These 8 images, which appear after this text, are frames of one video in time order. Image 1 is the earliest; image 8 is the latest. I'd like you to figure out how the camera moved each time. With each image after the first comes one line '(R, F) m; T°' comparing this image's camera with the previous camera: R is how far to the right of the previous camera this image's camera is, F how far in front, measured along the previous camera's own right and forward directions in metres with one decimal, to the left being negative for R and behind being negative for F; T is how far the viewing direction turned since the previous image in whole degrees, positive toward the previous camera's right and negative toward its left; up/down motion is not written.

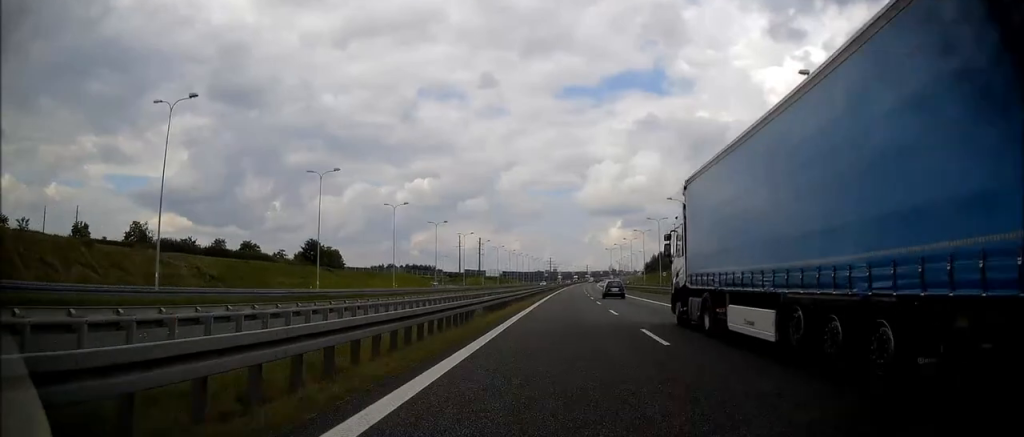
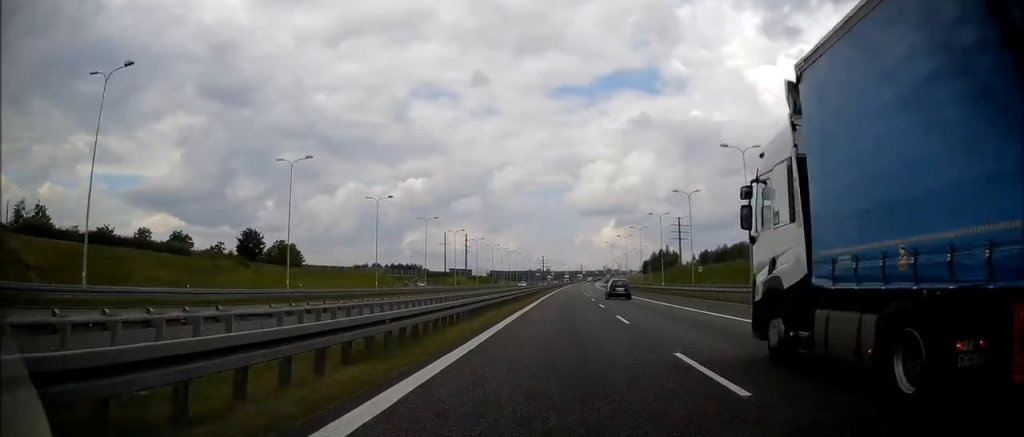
(0.0, +31.1) m; +1°
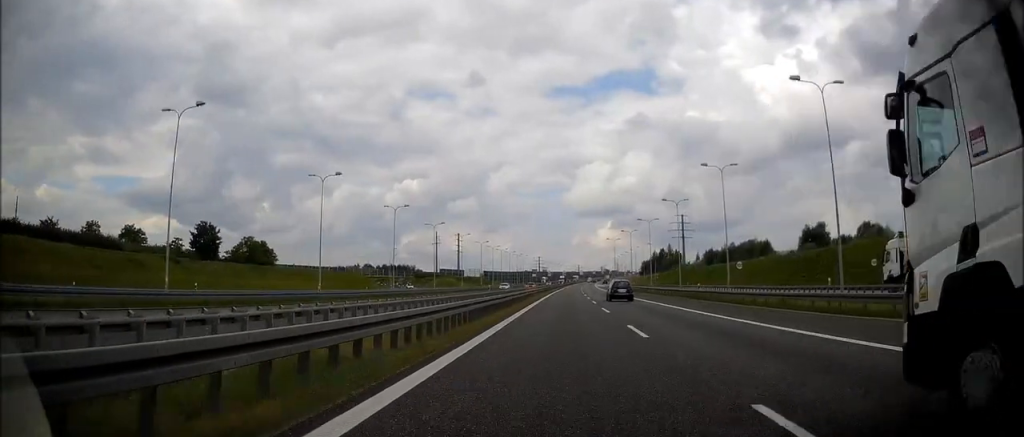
(+0.2, +17.4) m; 0°
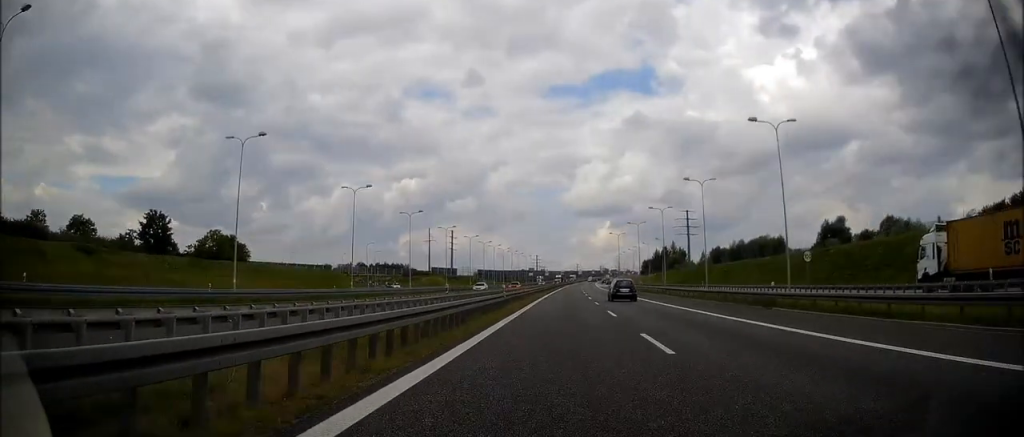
(+0.1, +16.2) m; 0°
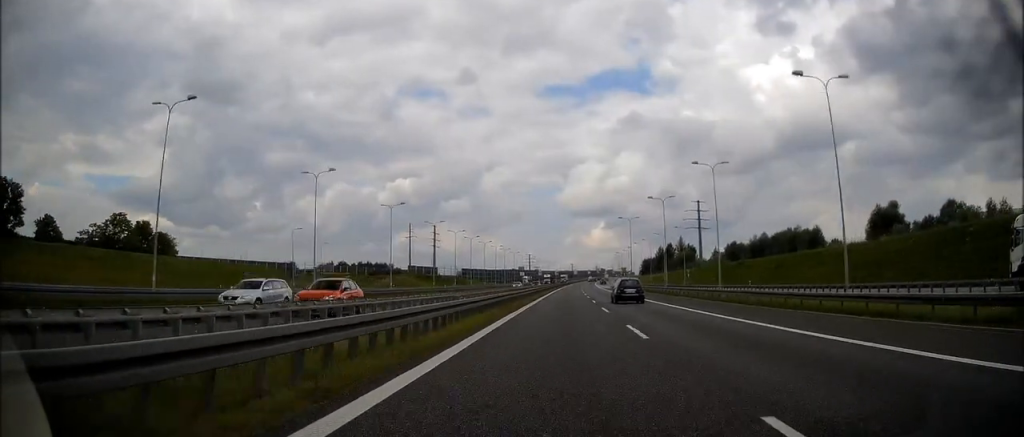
(+0.1, +34.8) m; 0°
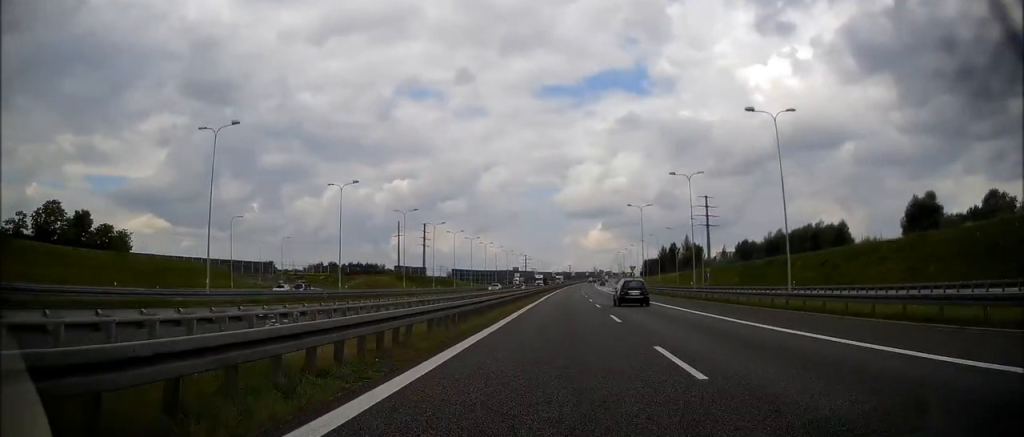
(0.0, +18.6) m; 0°
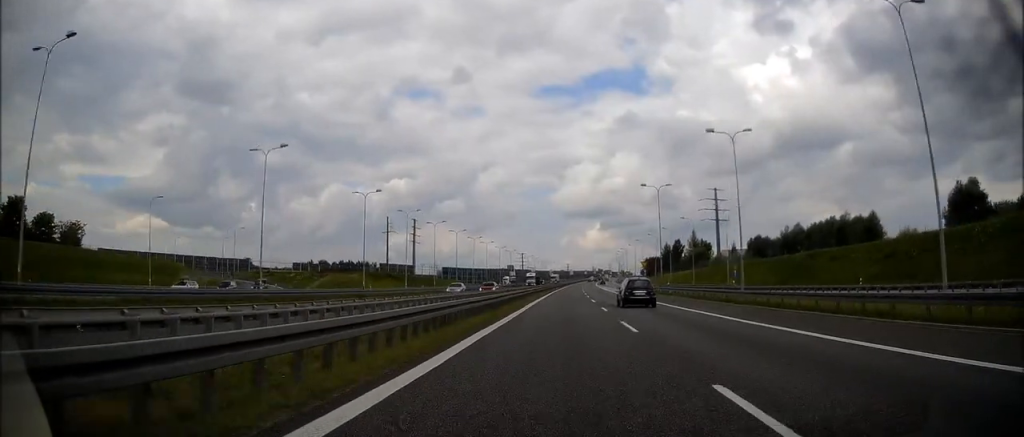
(-0.1, +17.4) m; 0°
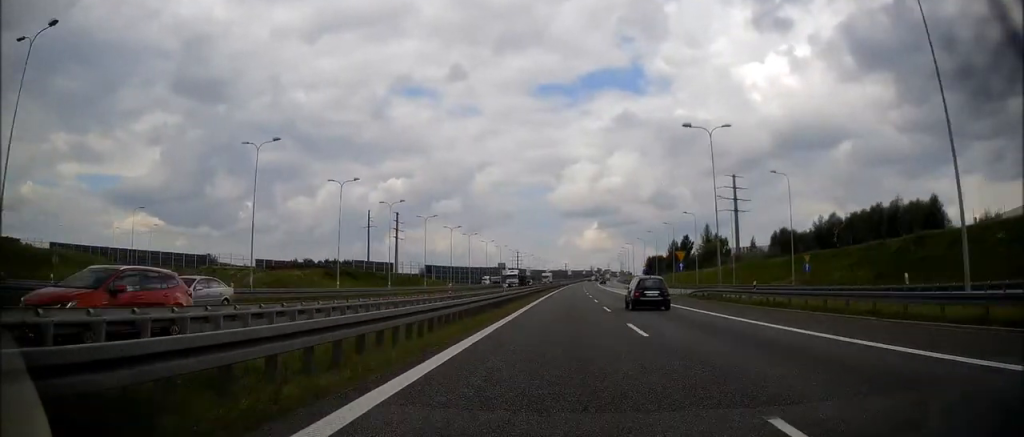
(+0.4, +26.8) m; 0°
